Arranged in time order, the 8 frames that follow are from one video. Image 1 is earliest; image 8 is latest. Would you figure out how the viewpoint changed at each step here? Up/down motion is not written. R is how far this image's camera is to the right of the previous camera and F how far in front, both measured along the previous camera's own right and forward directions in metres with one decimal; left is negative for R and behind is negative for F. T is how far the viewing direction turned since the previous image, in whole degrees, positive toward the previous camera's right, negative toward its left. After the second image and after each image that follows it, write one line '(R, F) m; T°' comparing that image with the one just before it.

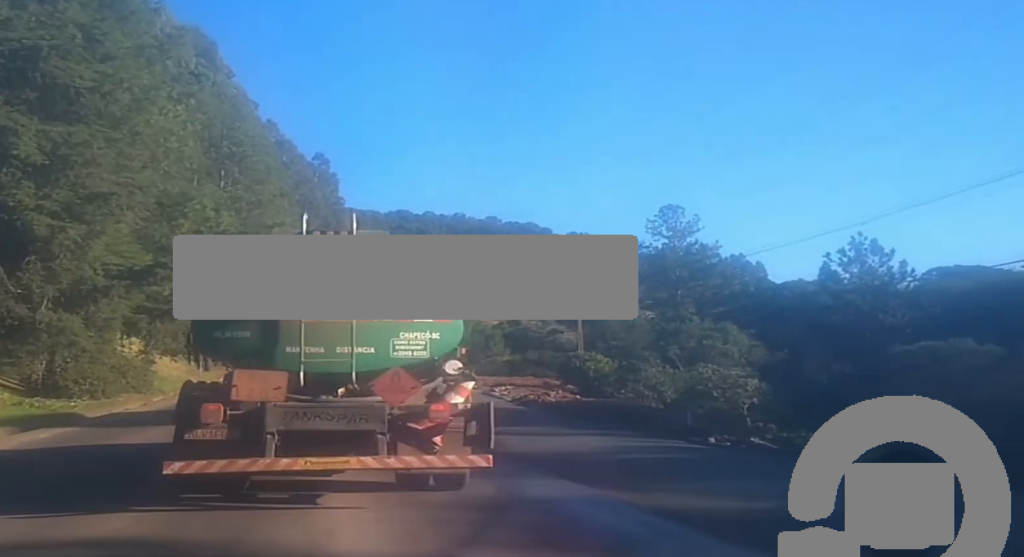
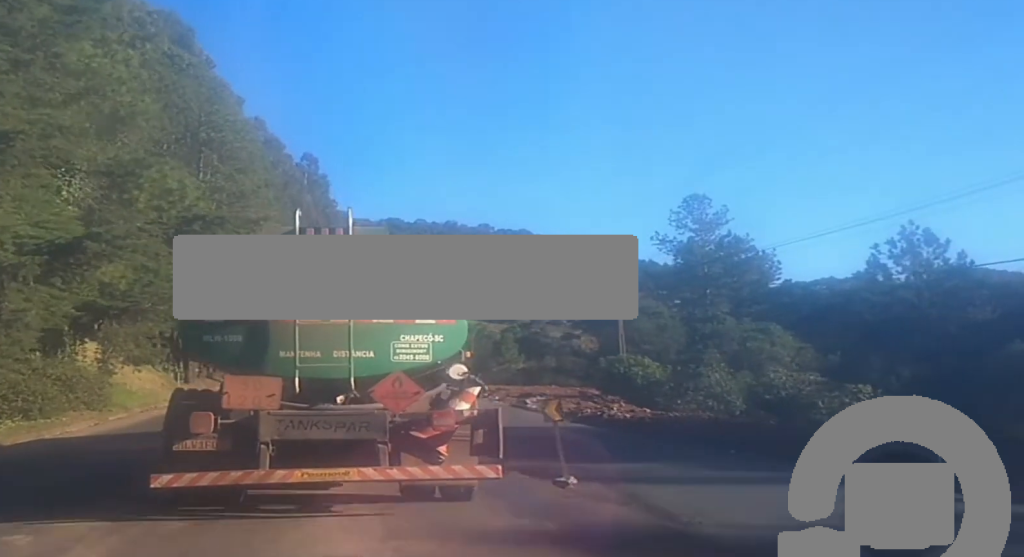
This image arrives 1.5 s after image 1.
(-0.1, +8.9) m; -3°
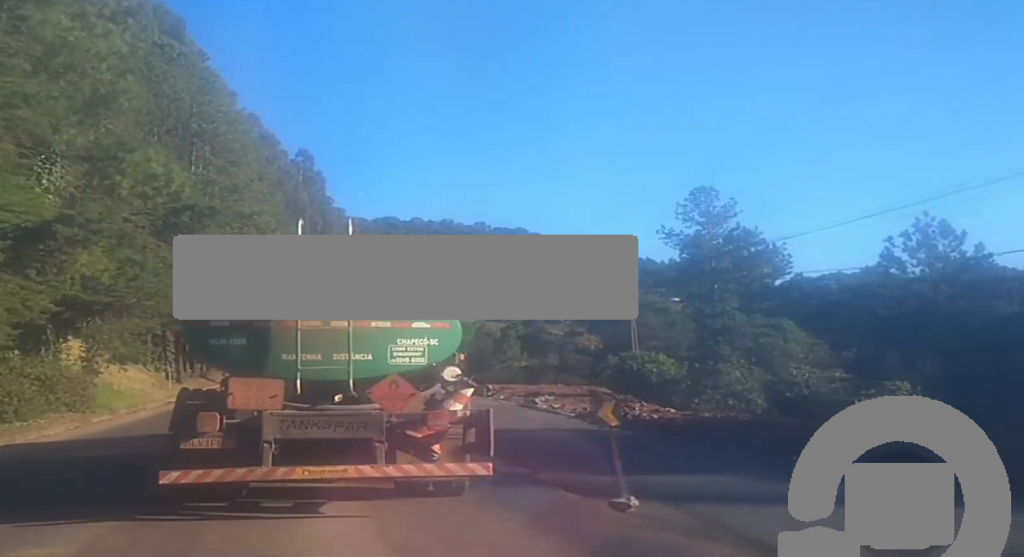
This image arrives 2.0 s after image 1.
(-0.1, +2.4) m; 0°
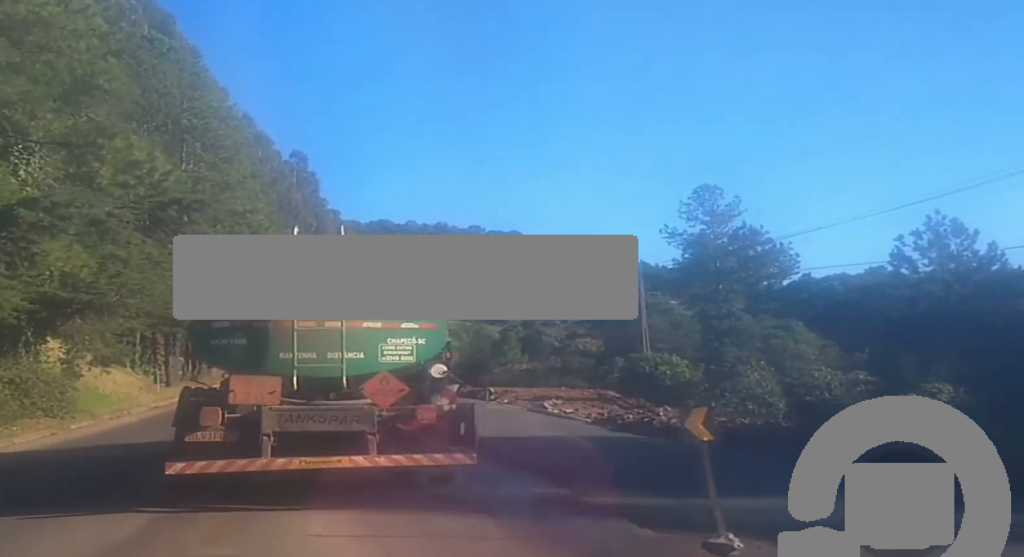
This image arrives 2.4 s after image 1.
(-0.1, +2.4) m; 0°
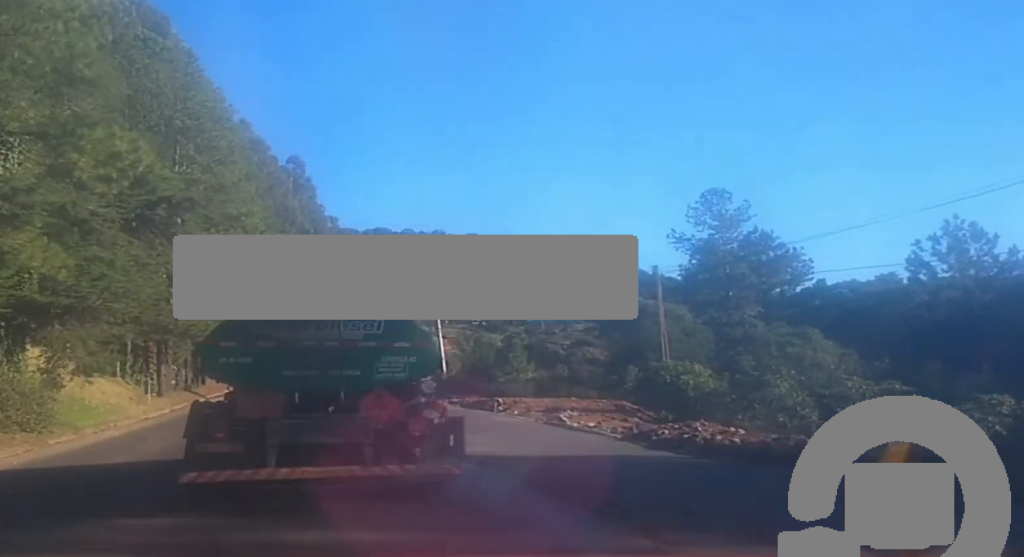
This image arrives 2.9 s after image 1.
(+0.1, +2.5) m; 0°
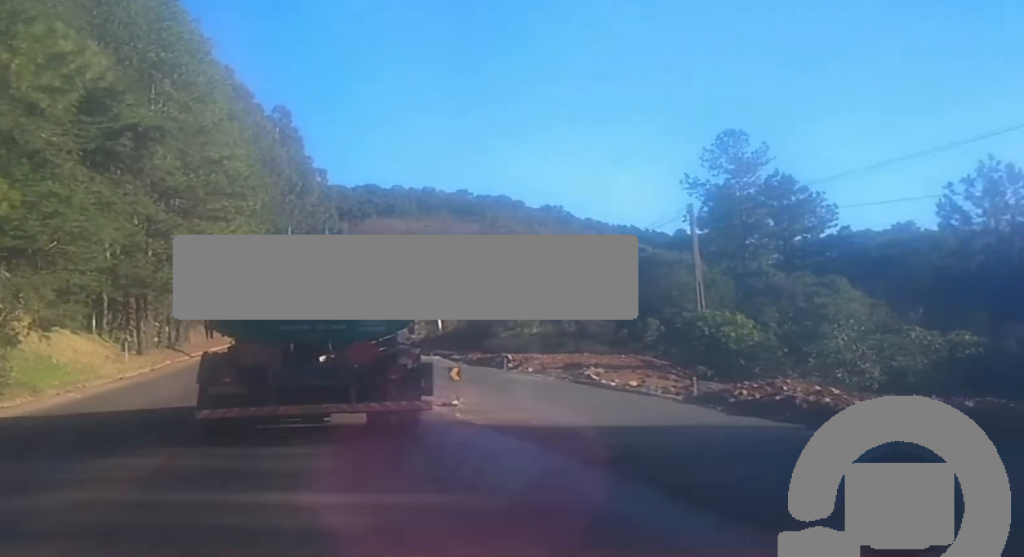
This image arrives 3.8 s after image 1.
(0.0, +4.4) m; +1°
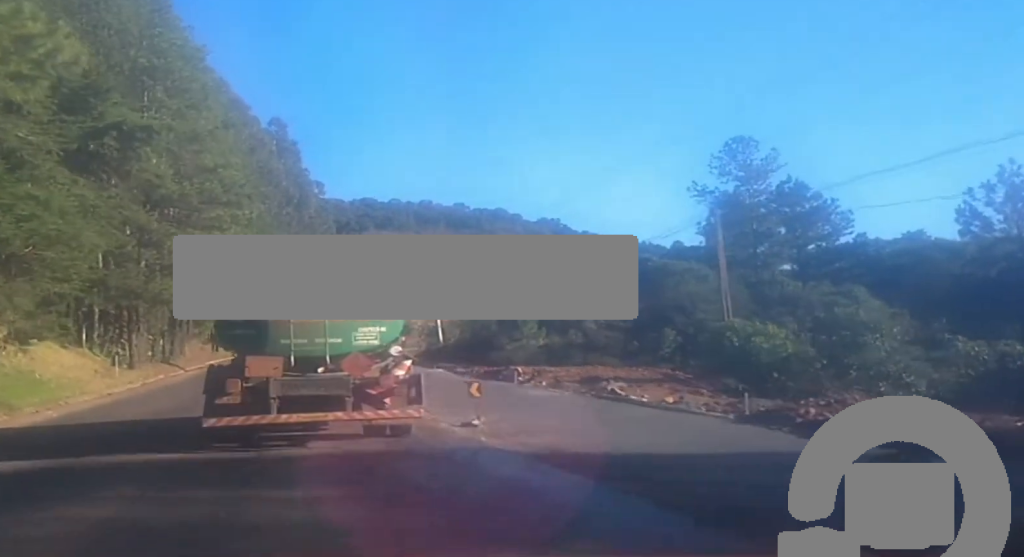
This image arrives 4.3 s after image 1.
(0.0, +2.4) m; 0°
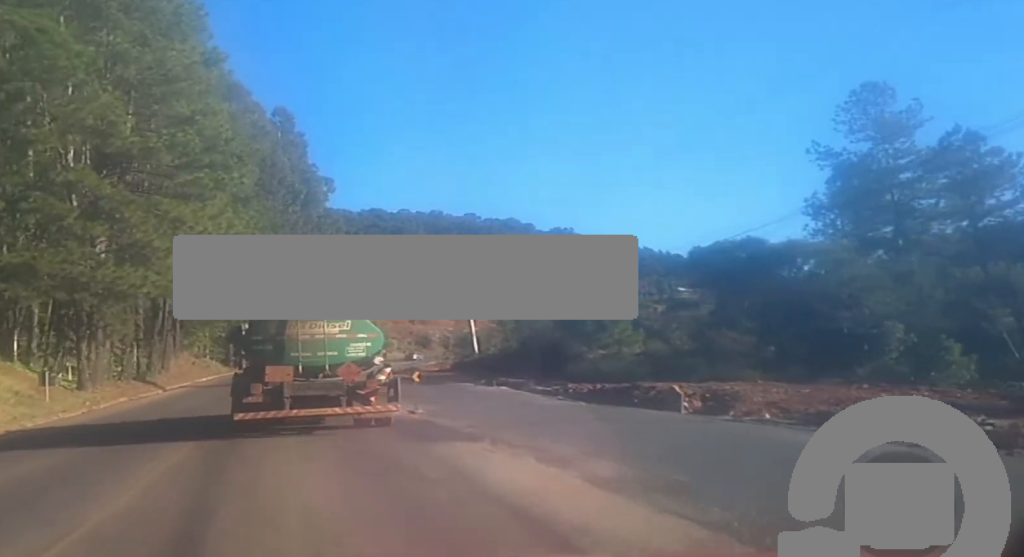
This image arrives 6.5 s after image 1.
(-0.2, +14.4) m; -3°
